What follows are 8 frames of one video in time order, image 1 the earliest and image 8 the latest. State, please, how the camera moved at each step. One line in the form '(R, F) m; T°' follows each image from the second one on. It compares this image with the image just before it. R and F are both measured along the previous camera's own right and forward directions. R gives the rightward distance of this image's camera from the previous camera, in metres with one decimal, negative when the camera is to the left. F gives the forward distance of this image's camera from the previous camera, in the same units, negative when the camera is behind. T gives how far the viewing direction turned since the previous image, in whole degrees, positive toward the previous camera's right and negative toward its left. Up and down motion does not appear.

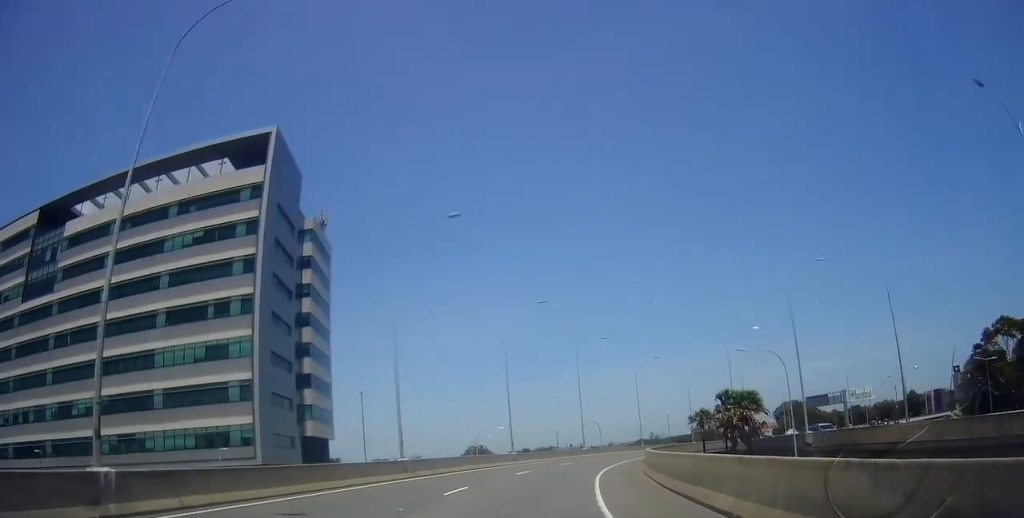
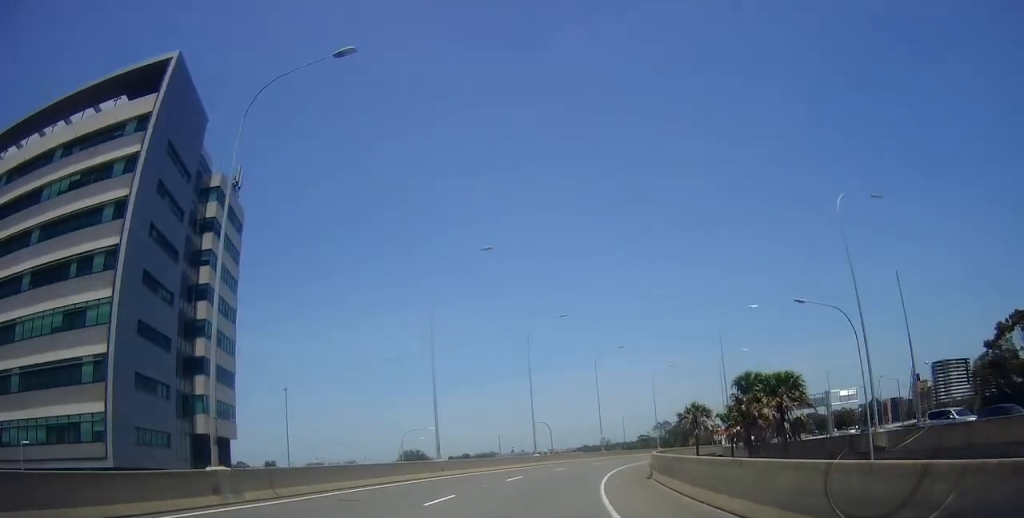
(-0.2, +14.3) m; +5°
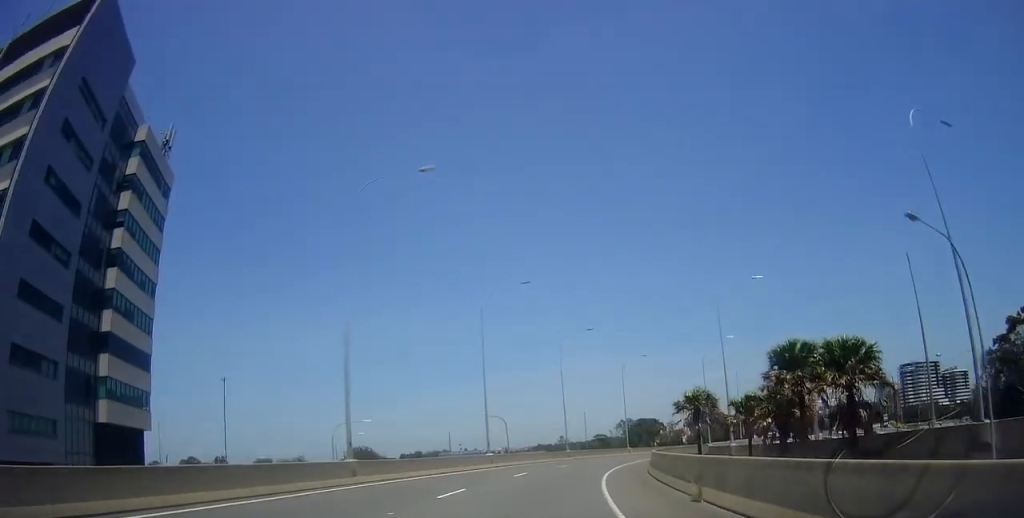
(+1.0, +10.2) m; +5°
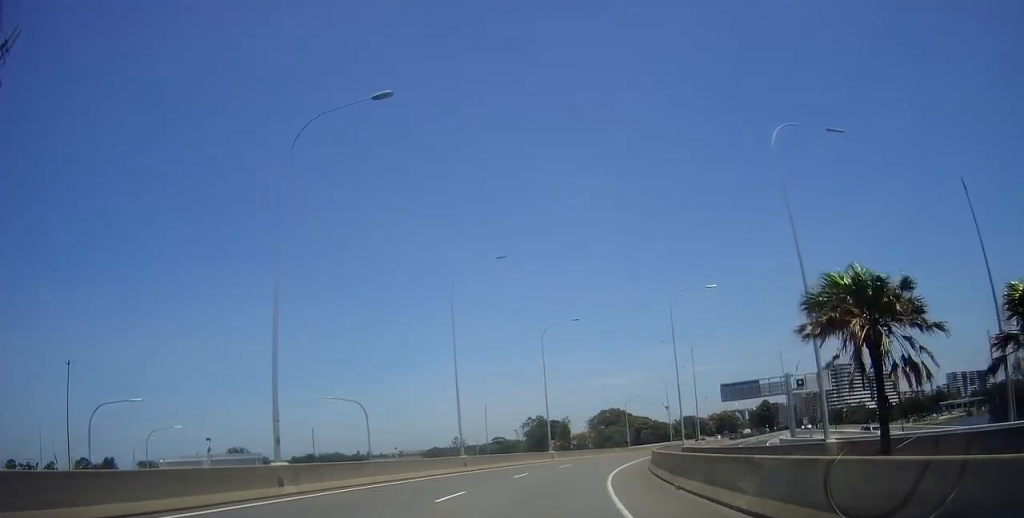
(+1.7, +24.2) m; +9°
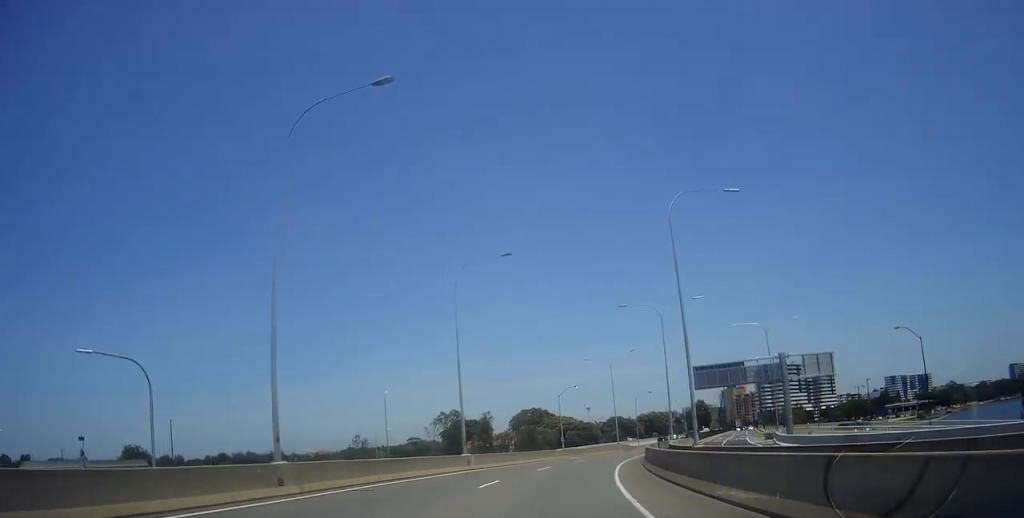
(+1.6, +19.0) m; +9°
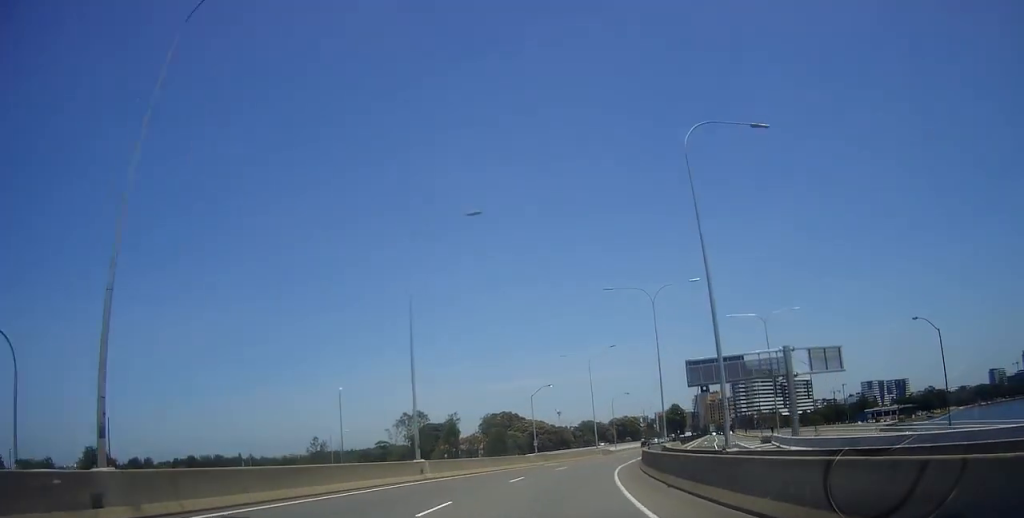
(+0.1, +7.2) m; +3°
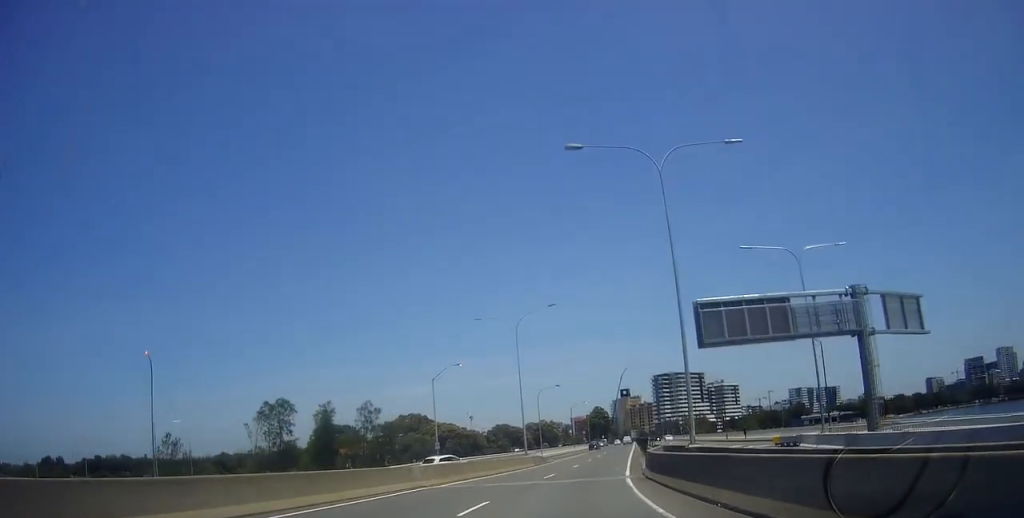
(+2.0, +23.0) m; +9°
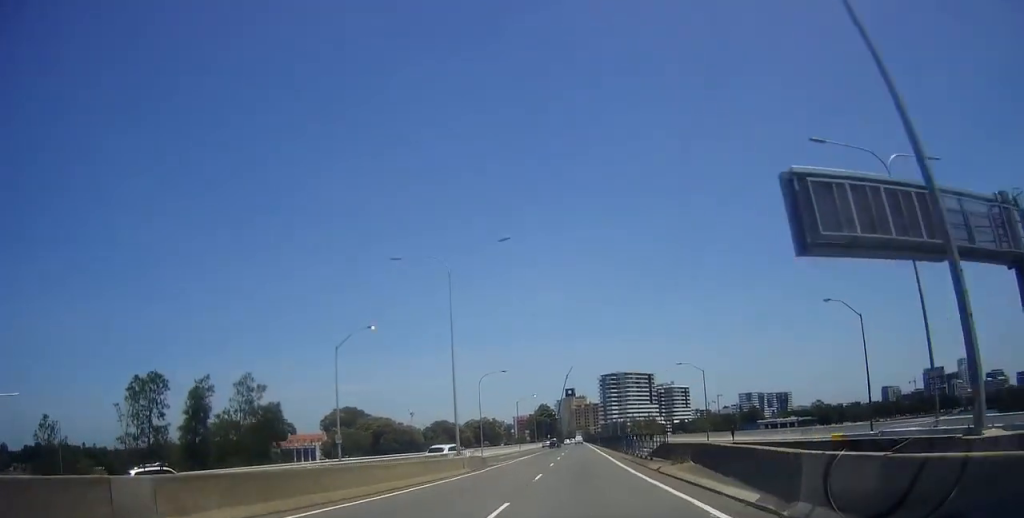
(+0.6, +15.9) m; +4°
